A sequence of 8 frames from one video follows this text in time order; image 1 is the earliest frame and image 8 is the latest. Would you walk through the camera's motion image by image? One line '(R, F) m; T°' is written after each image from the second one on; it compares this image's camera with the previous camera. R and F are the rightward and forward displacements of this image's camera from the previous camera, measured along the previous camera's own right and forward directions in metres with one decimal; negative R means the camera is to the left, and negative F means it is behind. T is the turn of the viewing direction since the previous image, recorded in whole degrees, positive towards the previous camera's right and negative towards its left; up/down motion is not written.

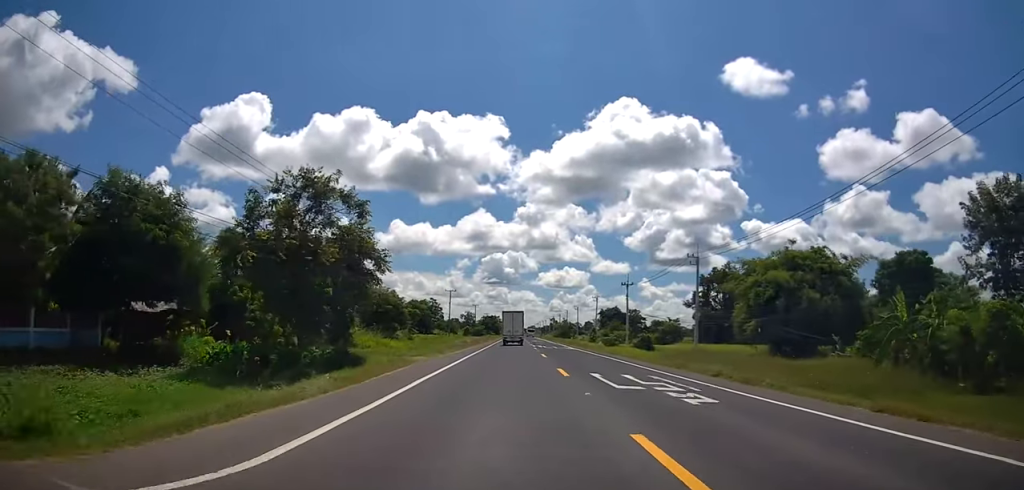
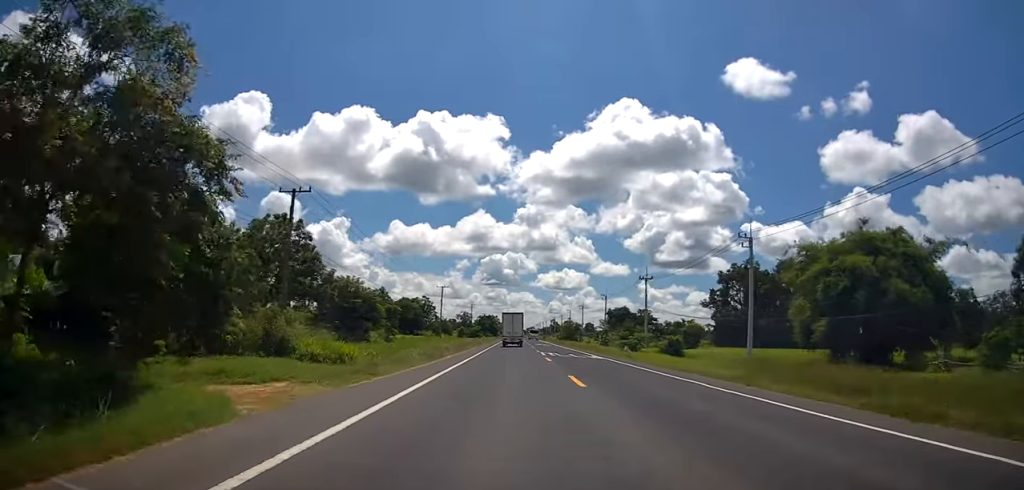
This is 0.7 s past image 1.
(0.0, +14.7) m; 0°
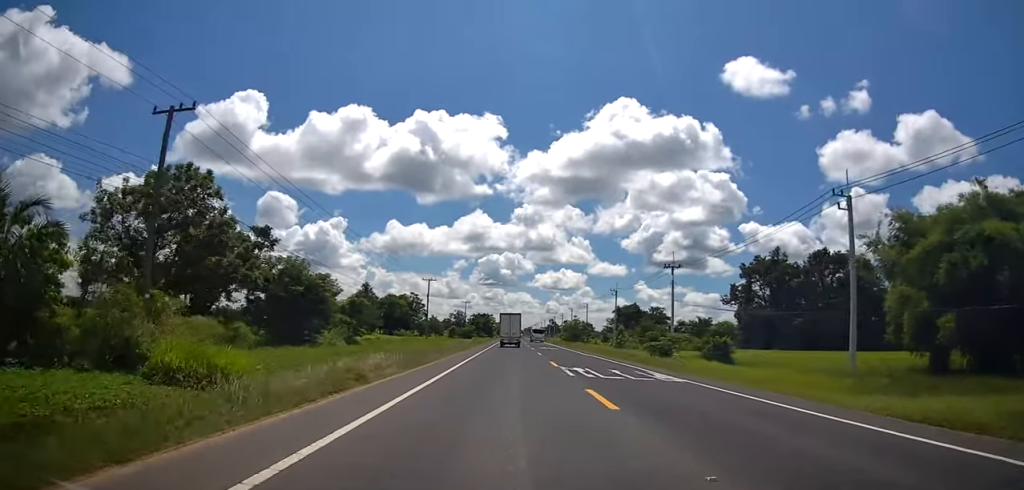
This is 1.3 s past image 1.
(0.0, +15.9) m; 0°
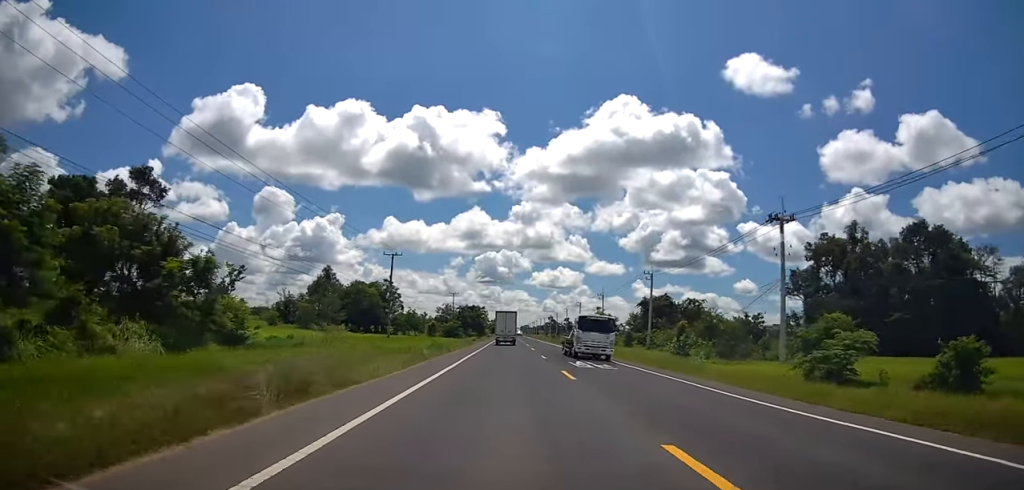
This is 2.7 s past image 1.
(0.0, +30.9) m; 0°
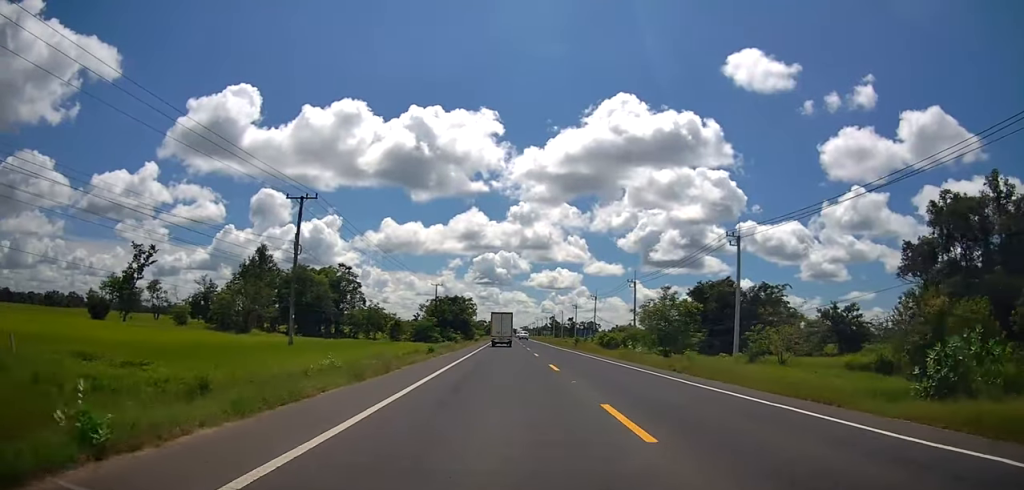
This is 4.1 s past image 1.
(0.0, +32.9) m; 0°
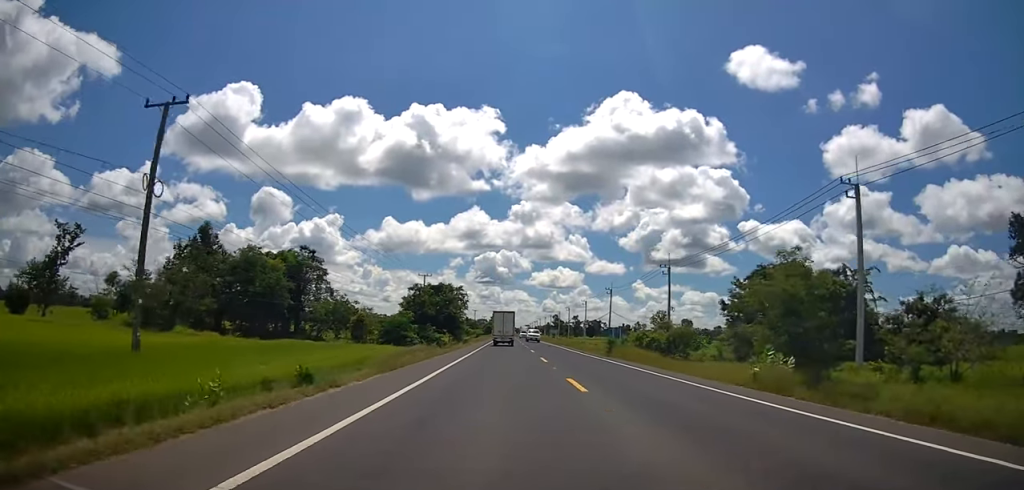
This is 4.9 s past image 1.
(0.0, +18.7) m; 0°
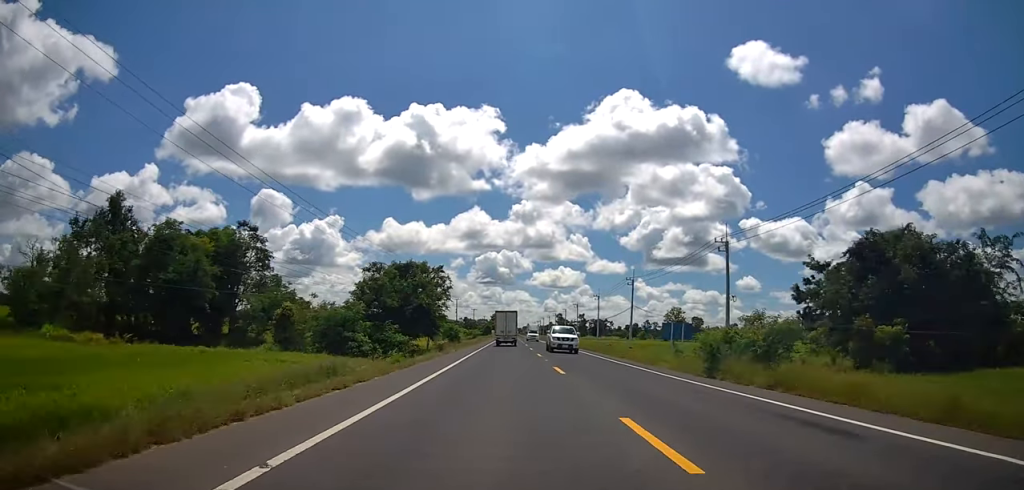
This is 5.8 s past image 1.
(0.0, +19.1) m; 0°
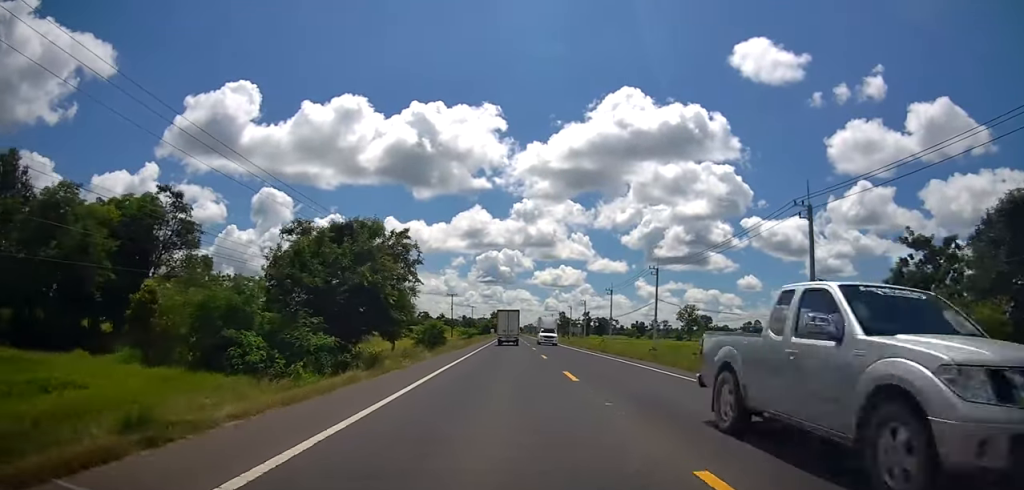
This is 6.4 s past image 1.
(0.0, +15.2) m; 0°
